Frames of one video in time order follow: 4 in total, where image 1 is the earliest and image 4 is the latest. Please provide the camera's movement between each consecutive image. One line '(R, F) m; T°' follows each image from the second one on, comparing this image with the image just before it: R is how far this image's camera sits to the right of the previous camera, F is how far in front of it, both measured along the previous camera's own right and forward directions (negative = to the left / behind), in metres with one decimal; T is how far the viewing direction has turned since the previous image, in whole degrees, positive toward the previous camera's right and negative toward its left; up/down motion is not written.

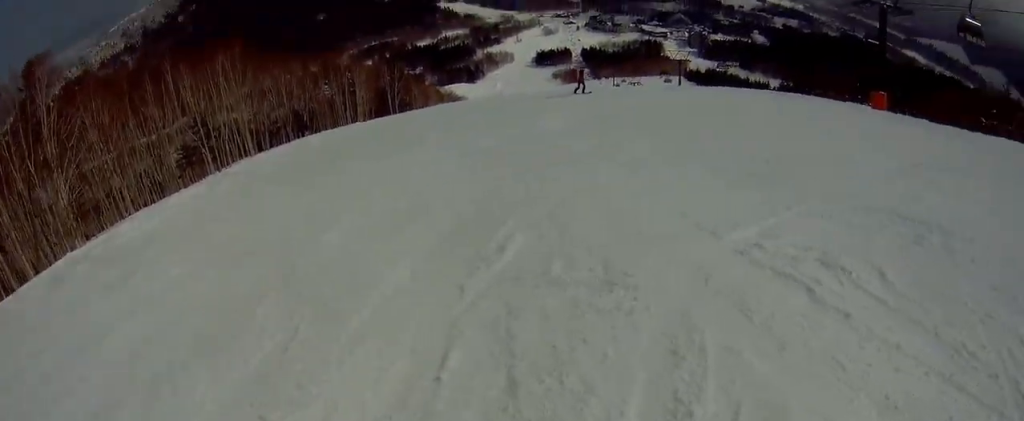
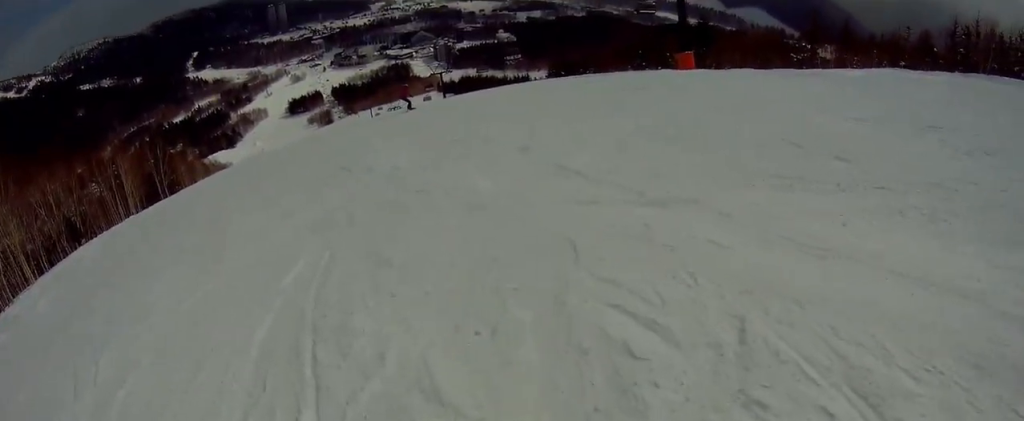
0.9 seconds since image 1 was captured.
(-1.1, +4.7) m; +4°
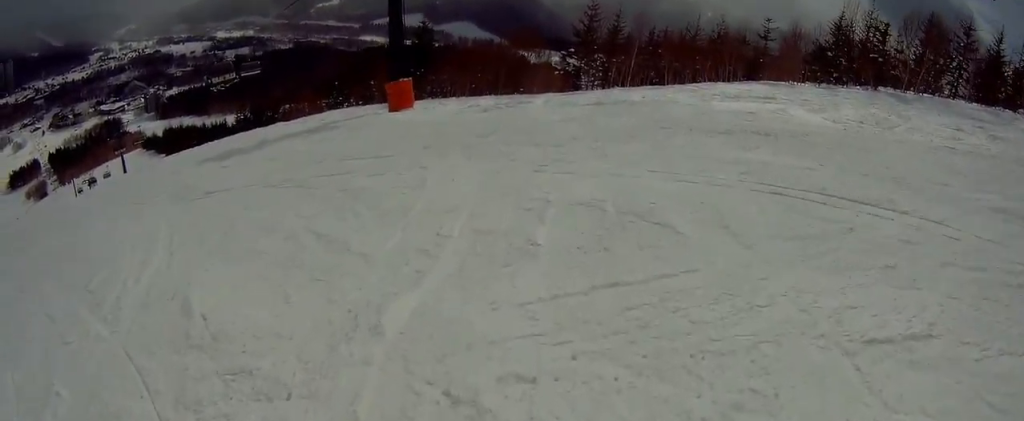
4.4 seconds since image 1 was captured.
(+9.3, +13.9) m; +31°
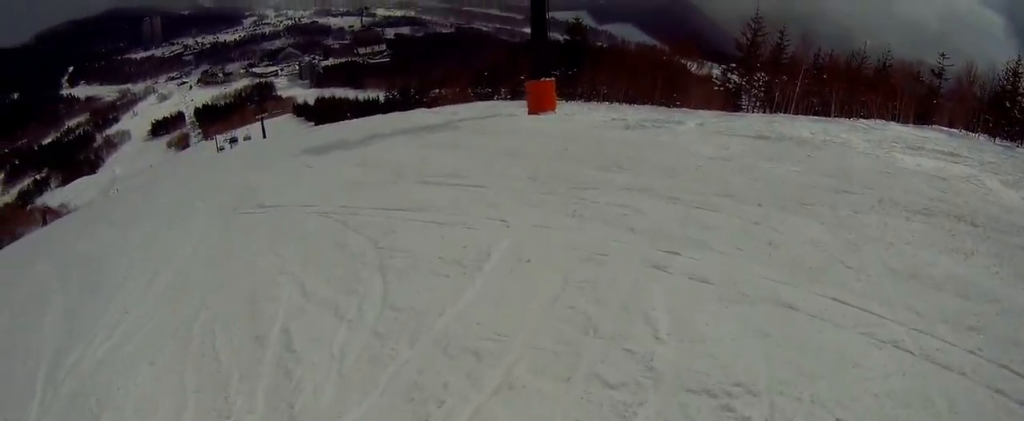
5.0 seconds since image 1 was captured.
(-0.8, +3.3) m; -7°
